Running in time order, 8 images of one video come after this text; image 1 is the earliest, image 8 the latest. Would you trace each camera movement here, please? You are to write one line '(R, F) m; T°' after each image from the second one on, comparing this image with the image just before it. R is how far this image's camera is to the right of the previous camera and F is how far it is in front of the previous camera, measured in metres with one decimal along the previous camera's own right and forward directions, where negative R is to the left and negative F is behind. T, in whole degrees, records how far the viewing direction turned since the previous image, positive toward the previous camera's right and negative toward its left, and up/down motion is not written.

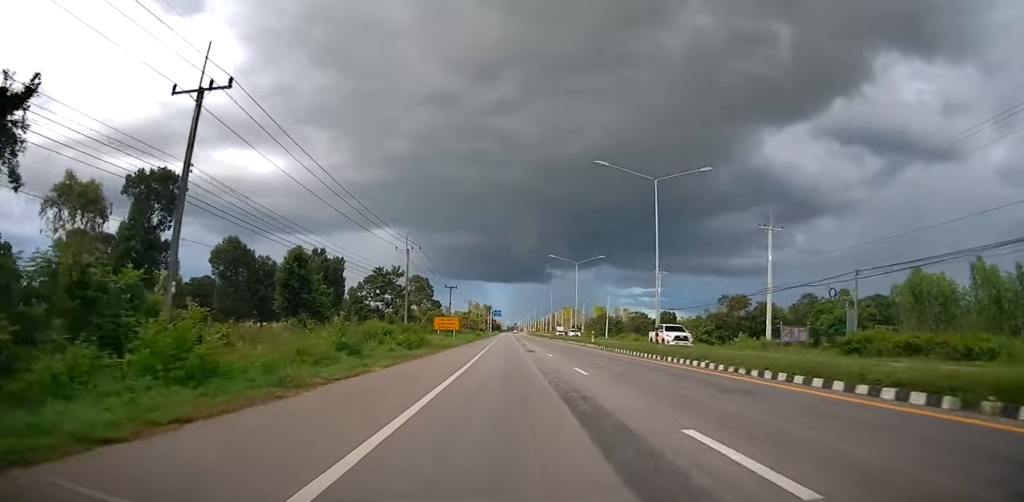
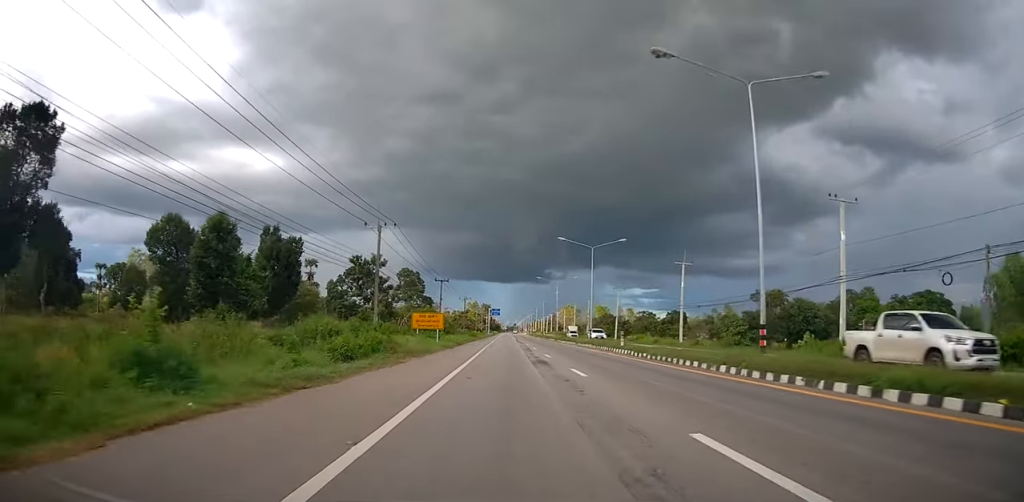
(+0.4, +12.5) m; 0°
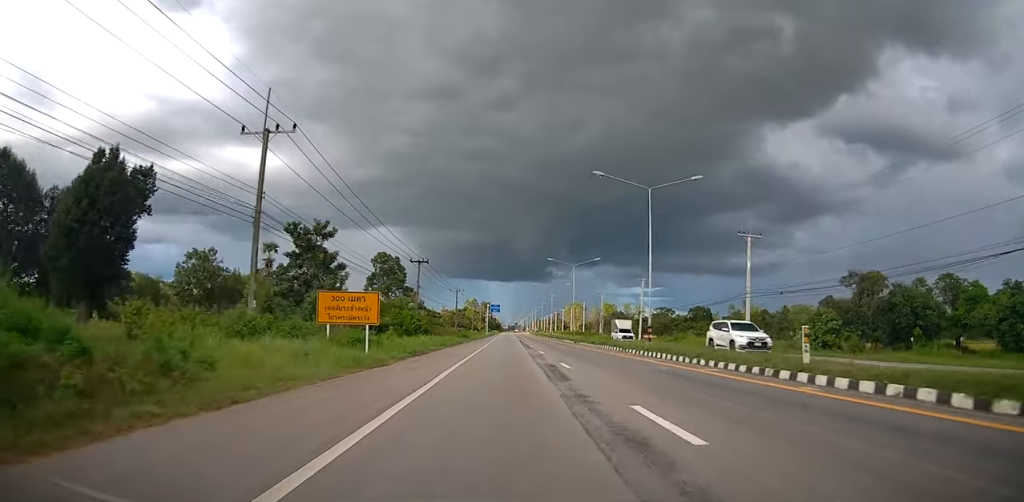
(-0.5, +21.8) m; -2°
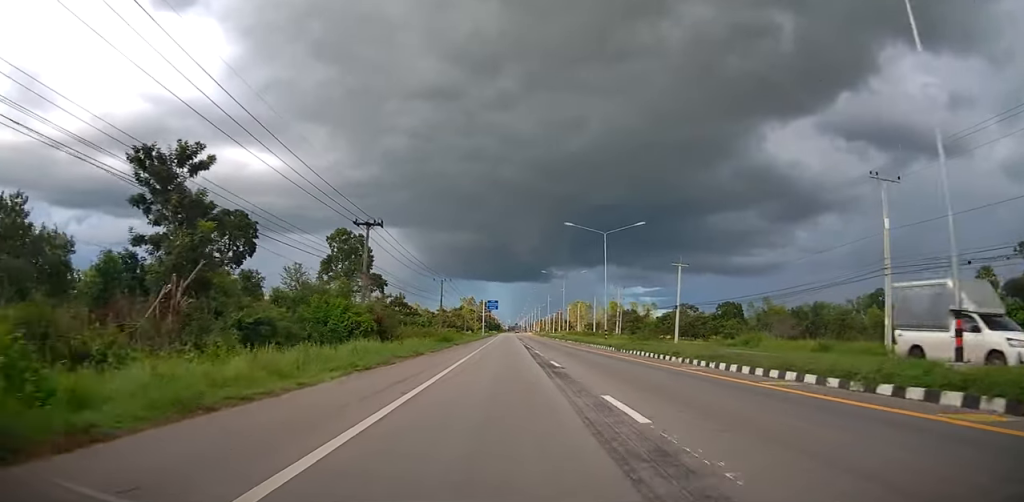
(-0.2, +22.5) m; +1°
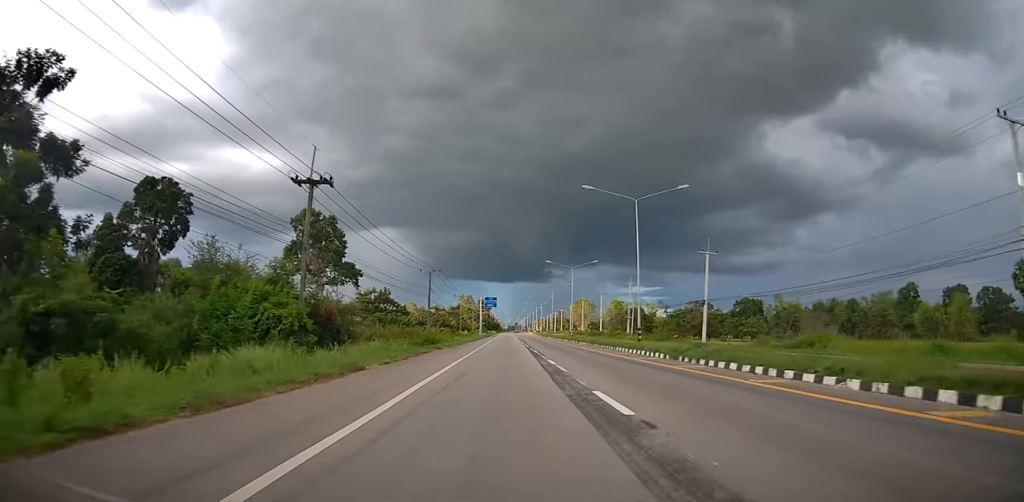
(+0.2, +11.6) m; 0°
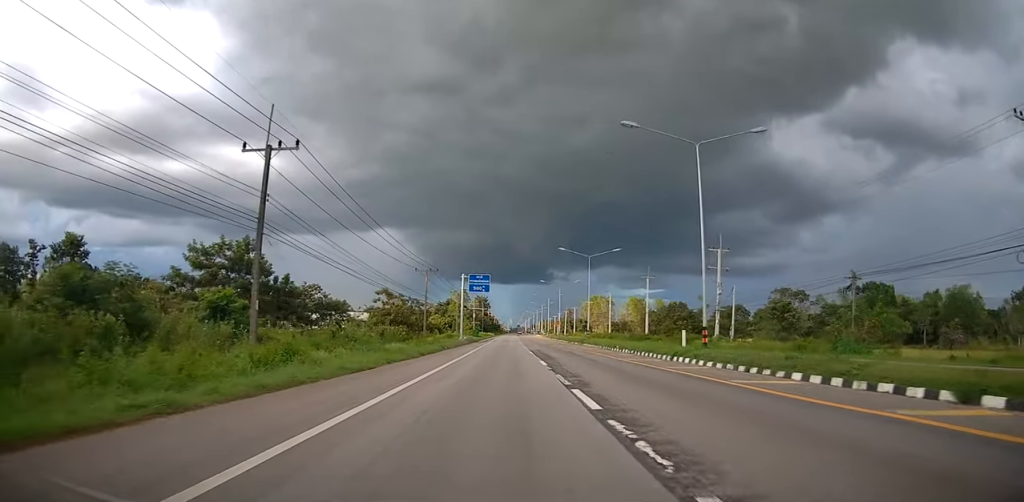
(-0.7, +47.6) m; -1°
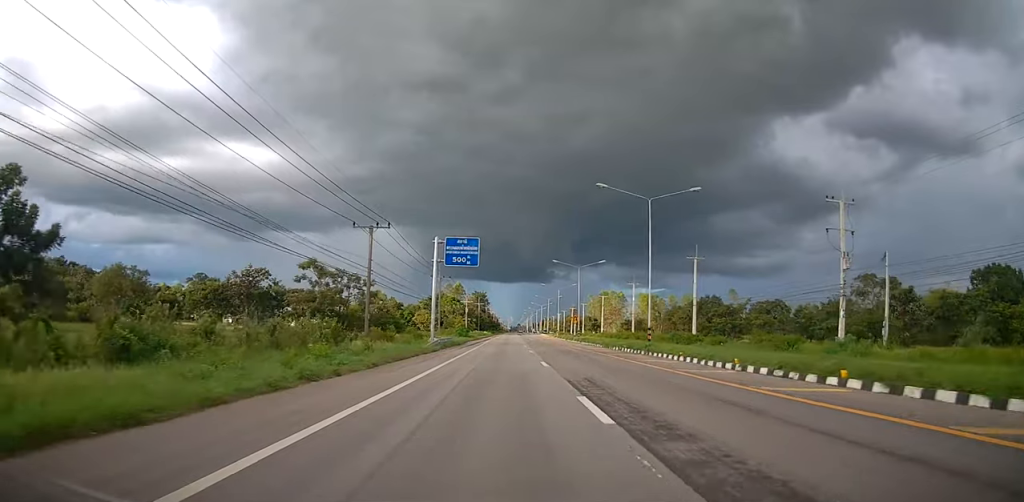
(+0.5, +25.9) m; +1°
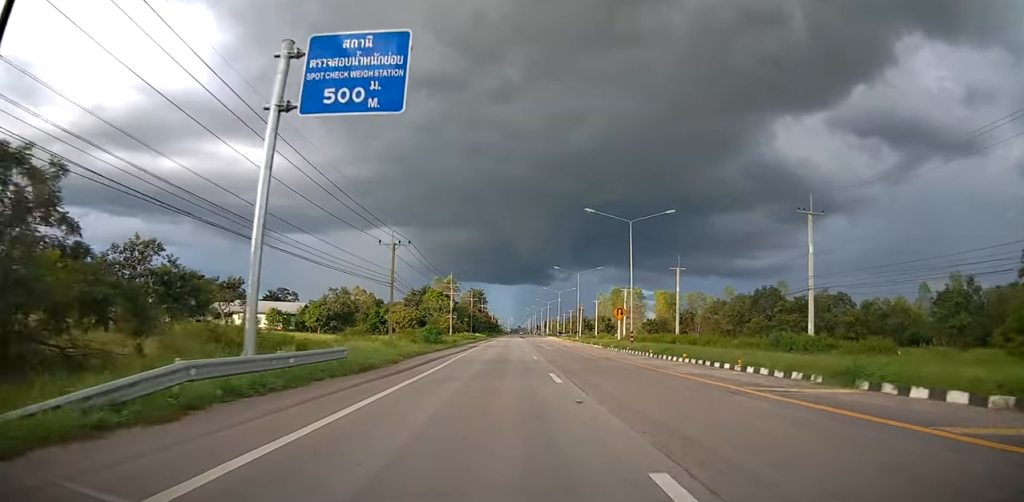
(-0.4, +29.9) m; 0°
